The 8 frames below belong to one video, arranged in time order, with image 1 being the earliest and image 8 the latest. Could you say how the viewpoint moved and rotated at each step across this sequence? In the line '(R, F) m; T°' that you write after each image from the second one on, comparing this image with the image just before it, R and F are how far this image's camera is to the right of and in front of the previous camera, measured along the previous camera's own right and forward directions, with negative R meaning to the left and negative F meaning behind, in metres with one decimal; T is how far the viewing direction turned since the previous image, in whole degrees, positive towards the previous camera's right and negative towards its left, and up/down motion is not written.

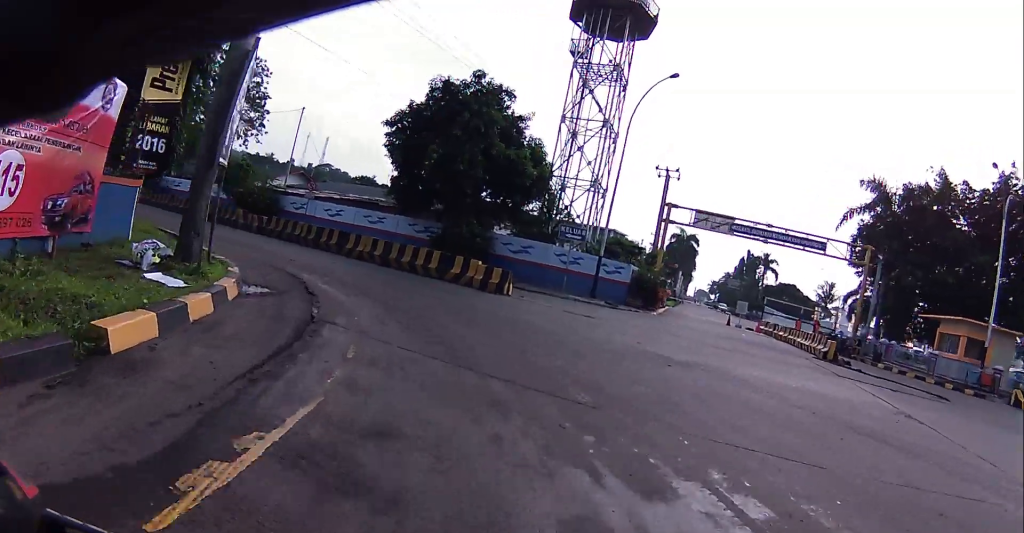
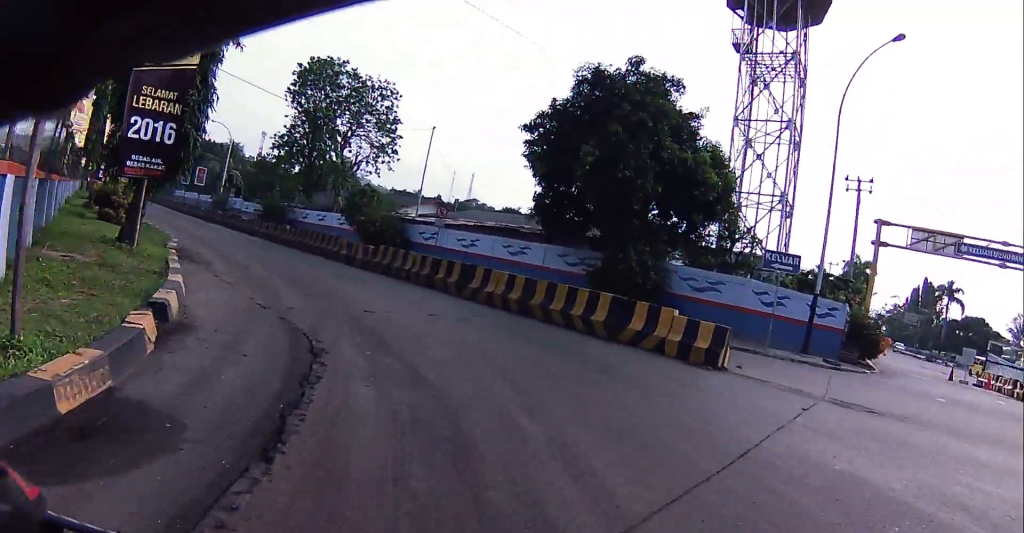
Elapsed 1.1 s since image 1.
(-0.1, +4.4) m; -10°
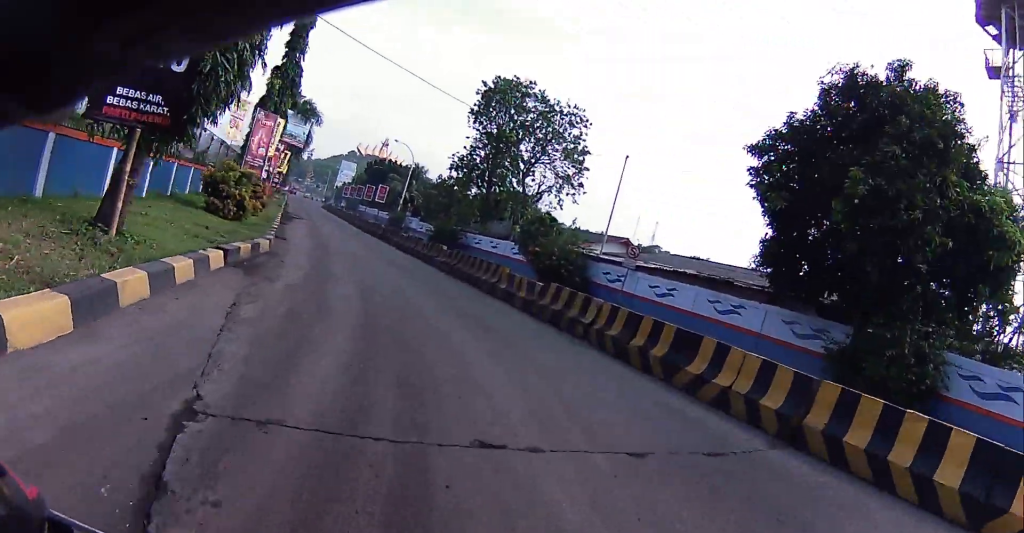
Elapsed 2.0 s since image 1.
(-0.3, +3.2) m; -28°
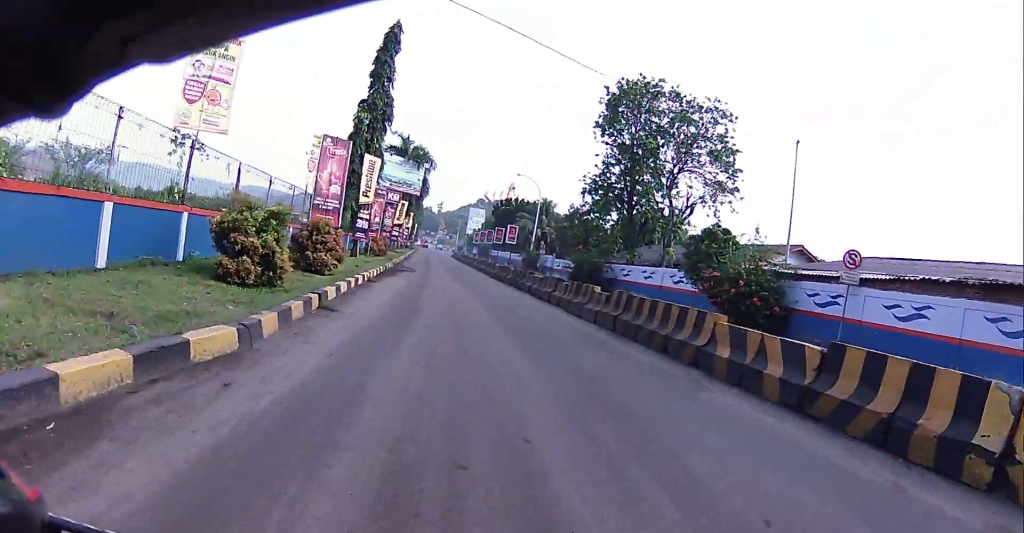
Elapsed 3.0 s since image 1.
(-1.5, +4.2) m; -22°
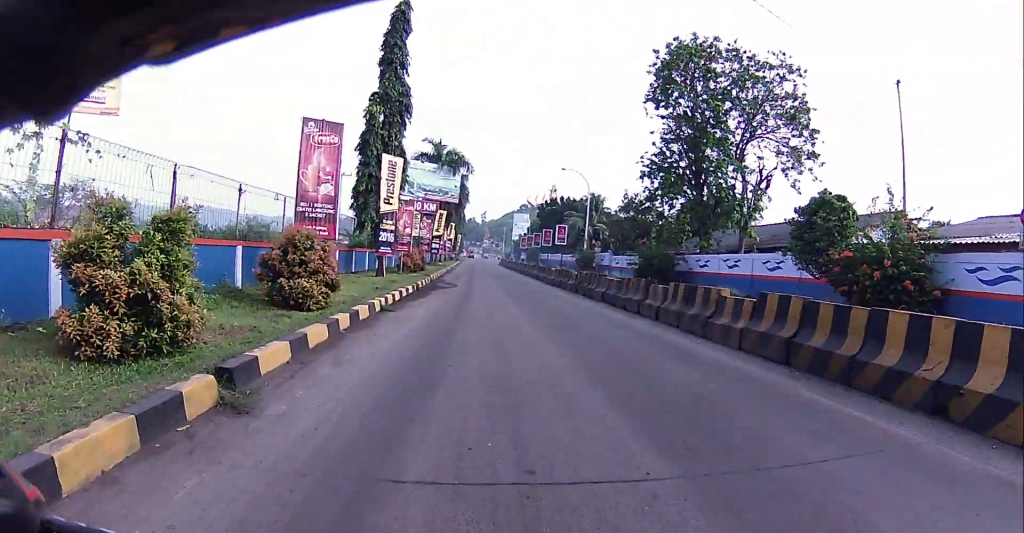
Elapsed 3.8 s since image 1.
(-0.1, +3.8) m; -3°
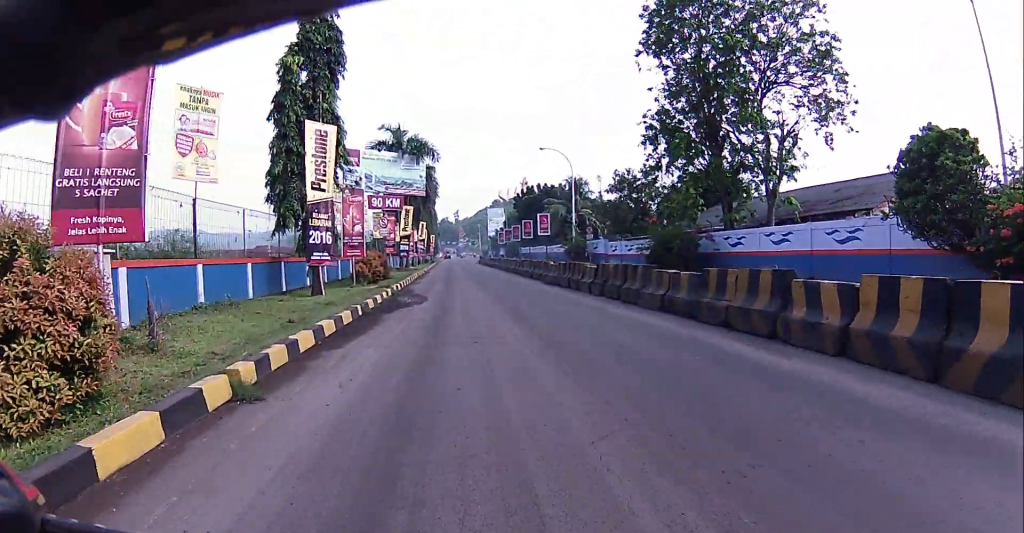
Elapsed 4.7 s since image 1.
(-0.2, +4.8) m; -1°
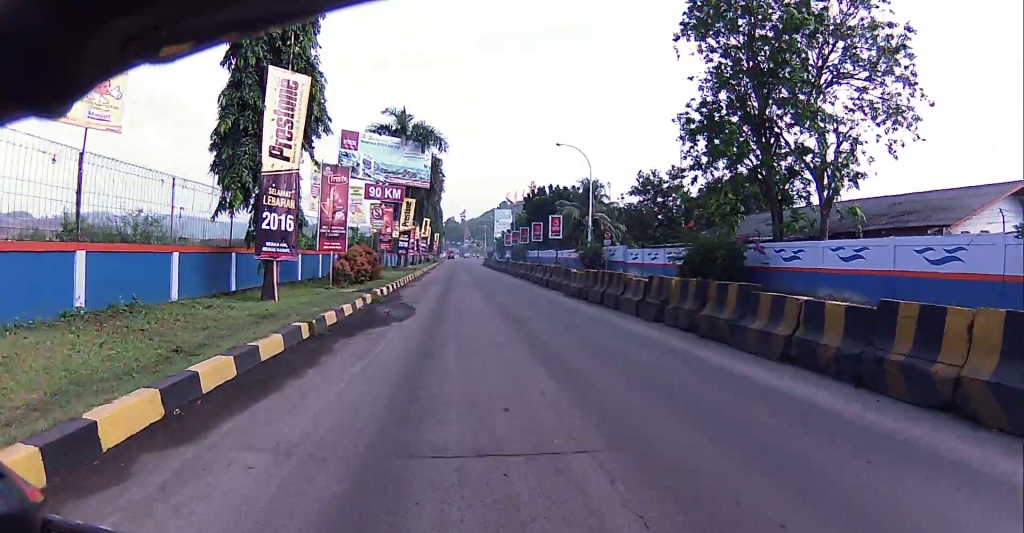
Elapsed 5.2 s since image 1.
(0.0, +2.7) m; -5°
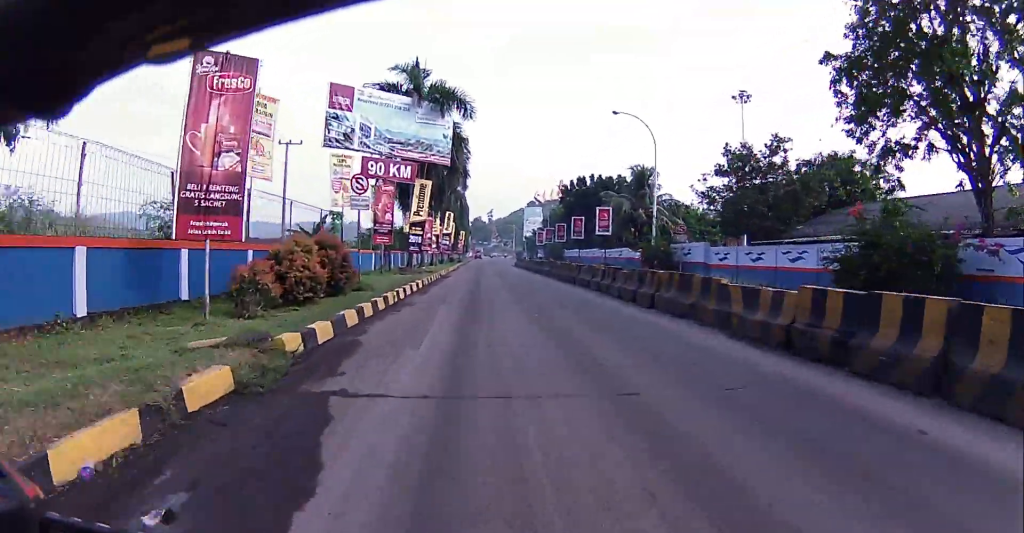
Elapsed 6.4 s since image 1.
(-1.2, +5.4) m; -15°
